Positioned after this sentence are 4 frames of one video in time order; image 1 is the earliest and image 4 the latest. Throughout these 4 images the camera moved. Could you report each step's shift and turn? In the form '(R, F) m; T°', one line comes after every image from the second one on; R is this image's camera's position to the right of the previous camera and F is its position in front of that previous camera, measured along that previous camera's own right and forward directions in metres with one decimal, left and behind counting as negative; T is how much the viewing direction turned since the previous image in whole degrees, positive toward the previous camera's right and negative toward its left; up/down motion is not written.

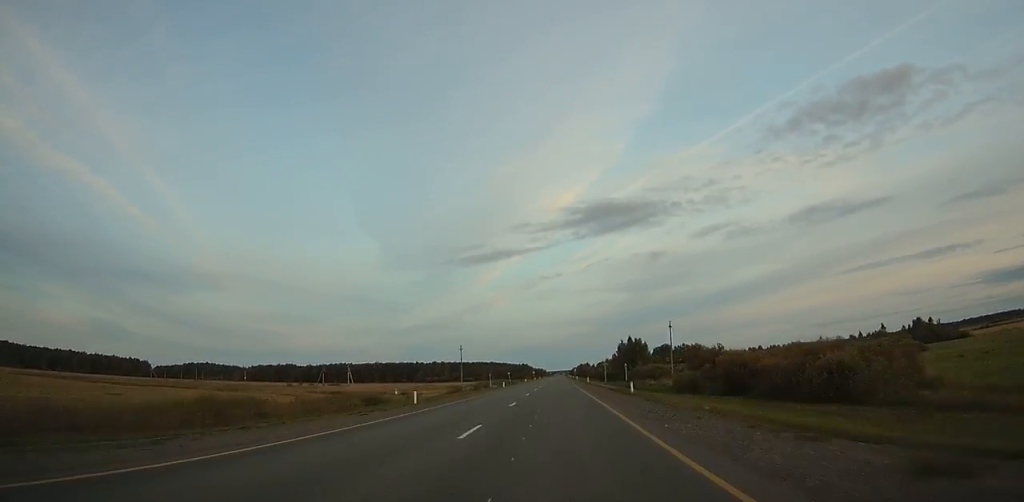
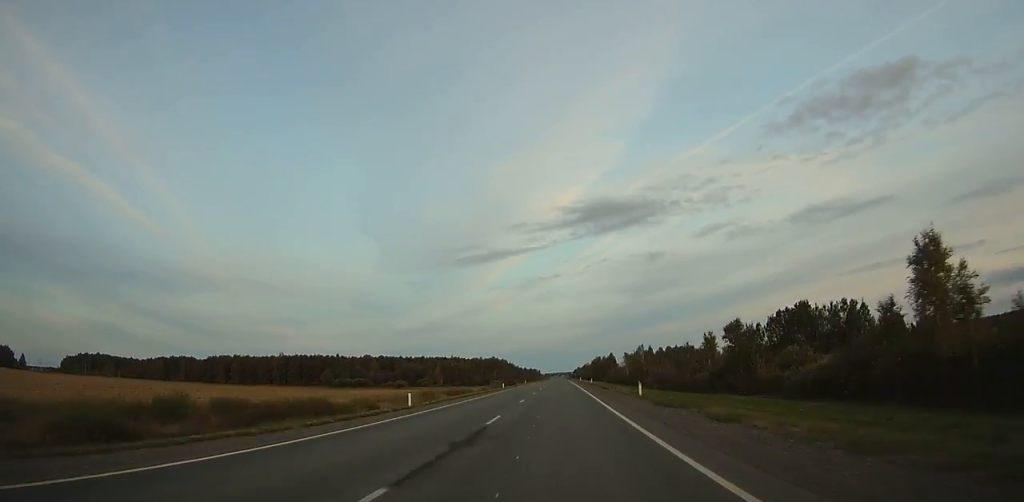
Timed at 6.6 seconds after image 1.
(+0.8, +199.6) m; 0°
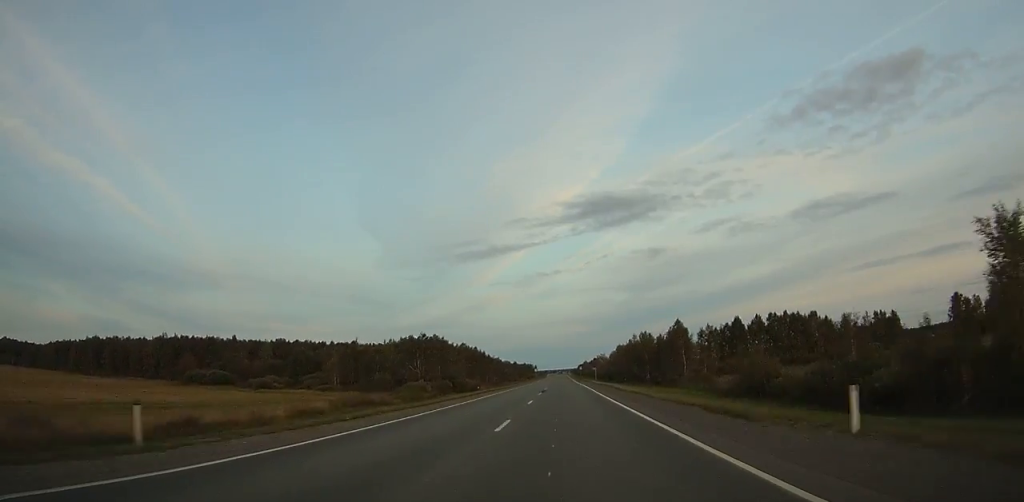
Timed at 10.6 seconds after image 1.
(-0.1, +121.2) m; 0°
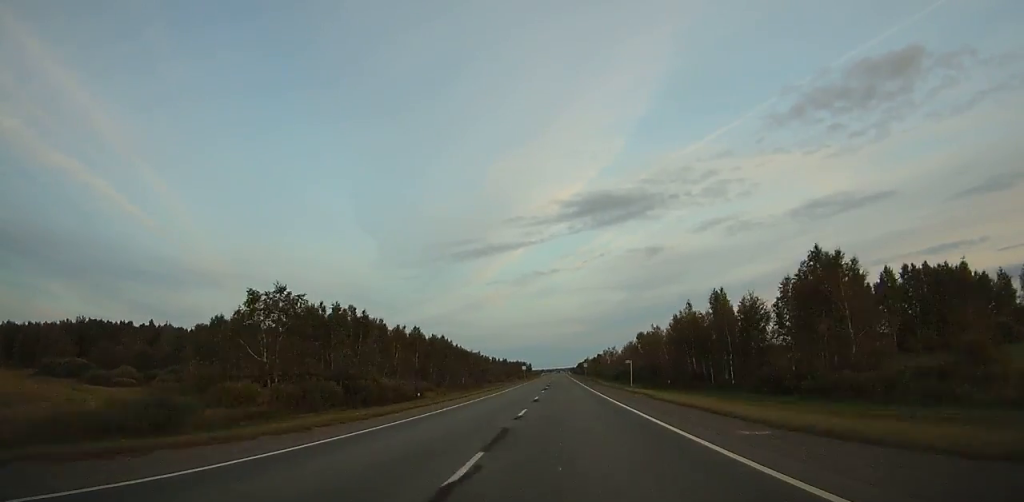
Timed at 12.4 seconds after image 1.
(0.0, +54.4) m; 0°
